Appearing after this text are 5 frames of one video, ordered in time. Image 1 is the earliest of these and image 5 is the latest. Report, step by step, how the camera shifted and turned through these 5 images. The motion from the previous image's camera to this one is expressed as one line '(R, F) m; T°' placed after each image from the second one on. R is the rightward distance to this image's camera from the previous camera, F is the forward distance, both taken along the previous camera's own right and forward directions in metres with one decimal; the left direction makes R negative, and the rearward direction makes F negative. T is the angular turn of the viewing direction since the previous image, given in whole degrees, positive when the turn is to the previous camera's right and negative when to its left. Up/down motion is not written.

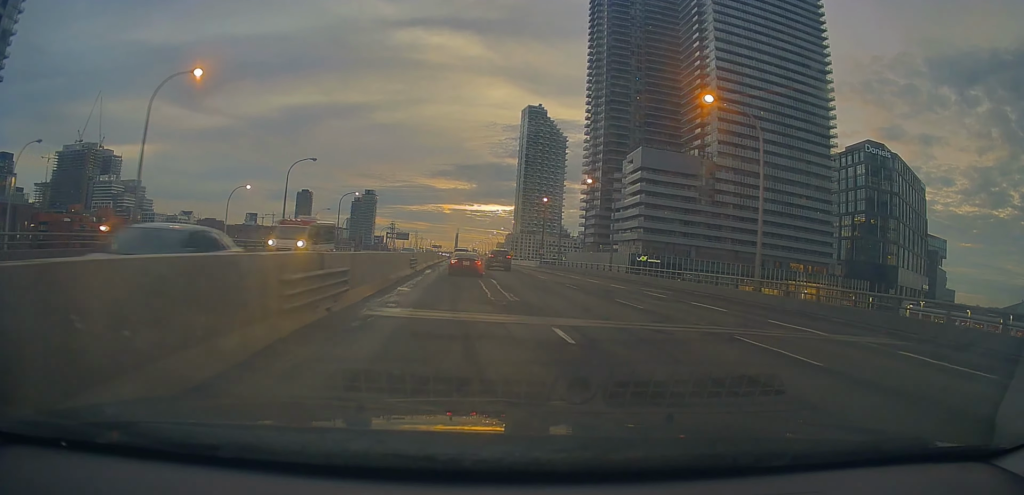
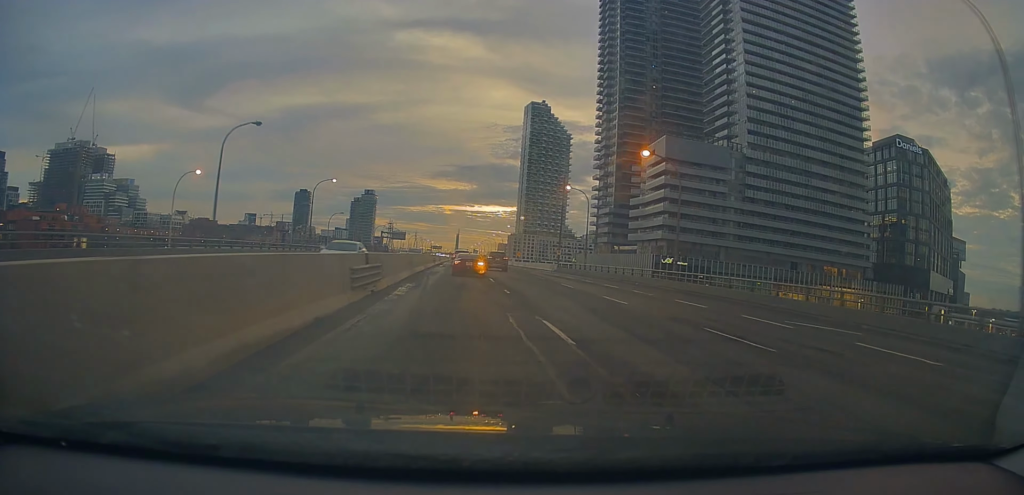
(-0.4, +16.4) m; 0°
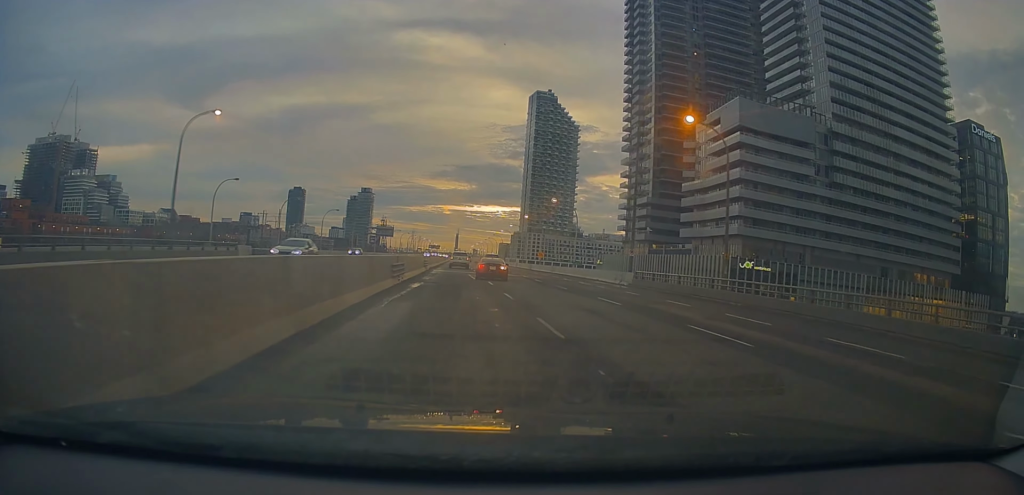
(+0.3, +34.8) m; 0°
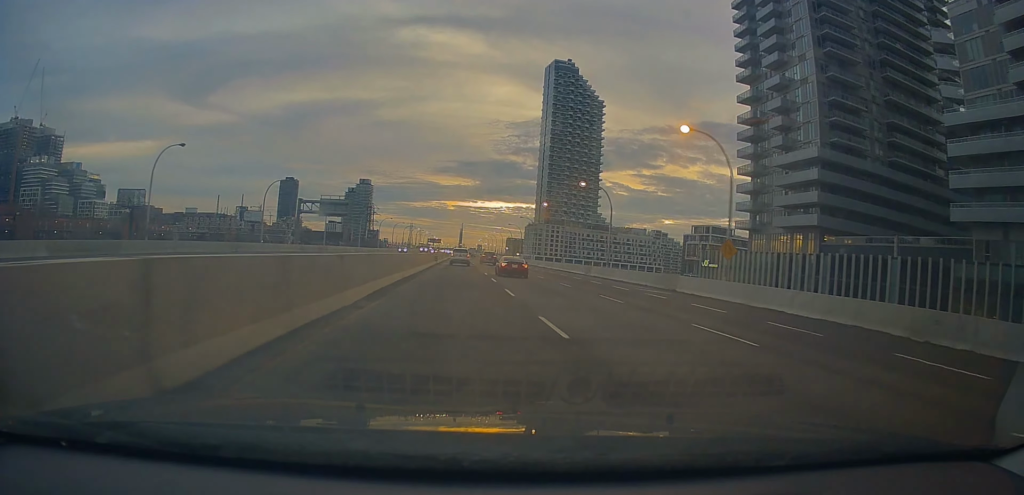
(-0.4, +67.3) m; 0°
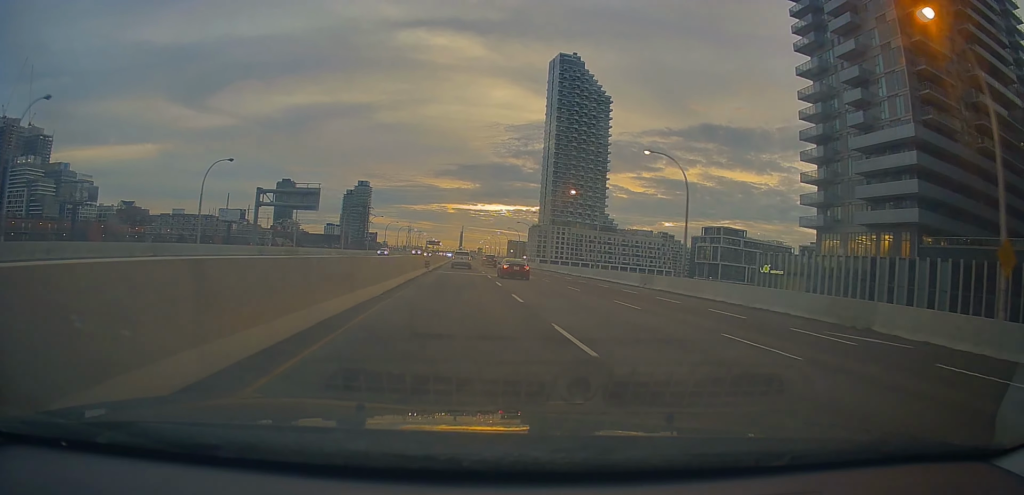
(+0.3, +19.0) m; 0°
